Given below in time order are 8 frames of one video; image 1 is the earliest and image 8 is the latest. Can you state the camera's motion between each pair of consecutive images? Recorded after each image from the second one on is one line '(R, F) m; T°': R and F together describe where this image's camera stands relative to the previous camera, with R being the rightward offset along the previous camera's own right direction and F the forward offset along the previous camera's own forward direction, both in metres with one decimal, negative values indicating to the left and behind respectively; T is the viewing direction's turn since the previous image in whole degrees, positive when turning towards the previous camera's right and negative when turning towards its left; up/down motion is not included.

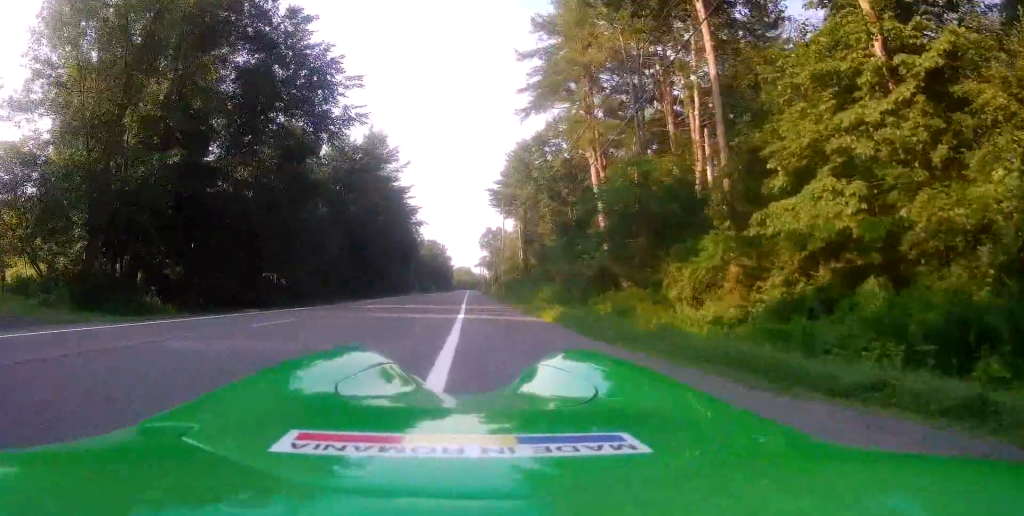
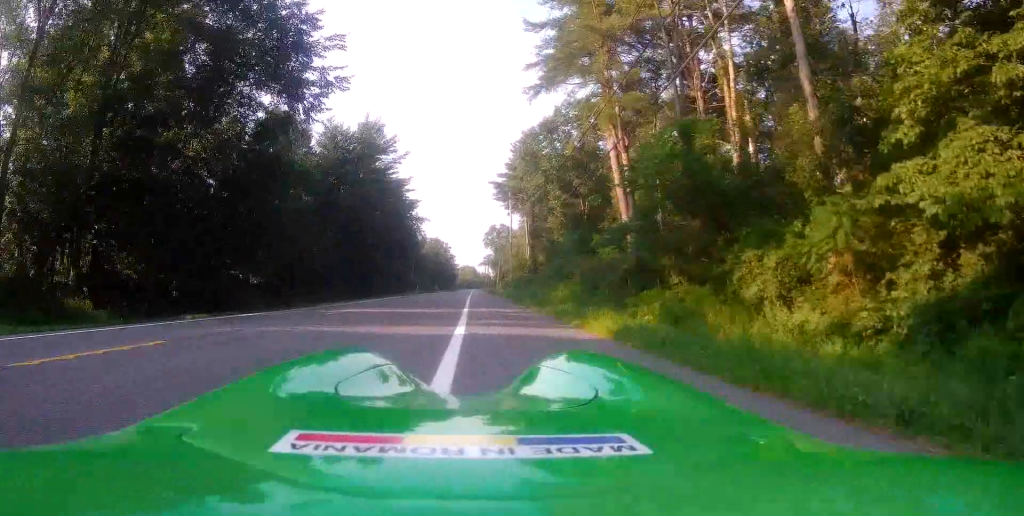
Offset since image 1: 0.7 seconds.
(0.0, +6.5) m; 0°
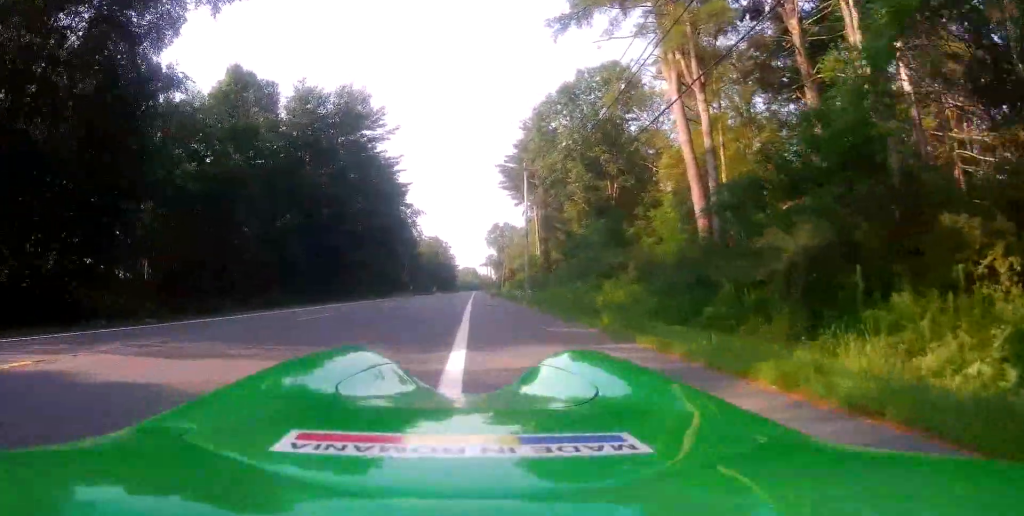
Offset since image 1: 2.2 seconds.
(0.0, +15.2) m; 0°
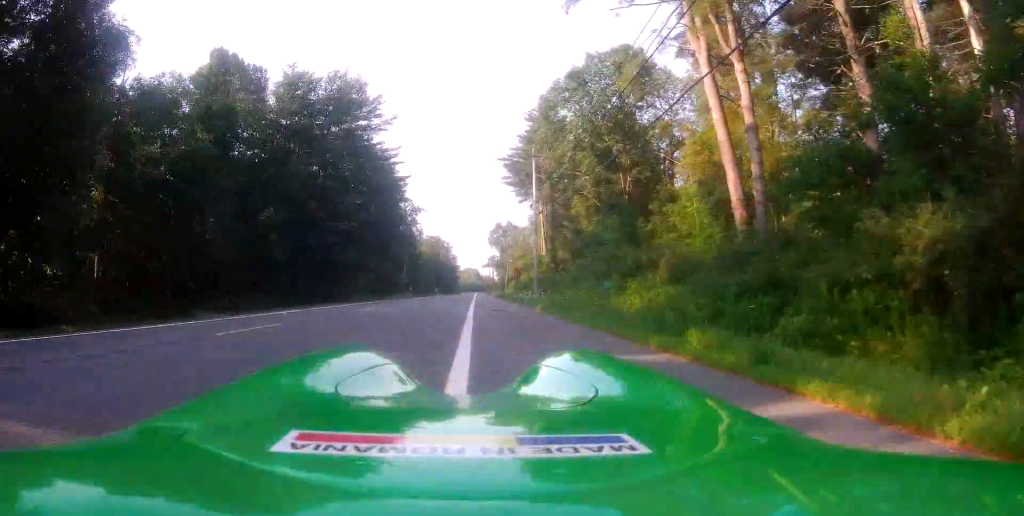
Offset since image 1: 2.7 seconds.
(0.0, +4.5) m; 0°
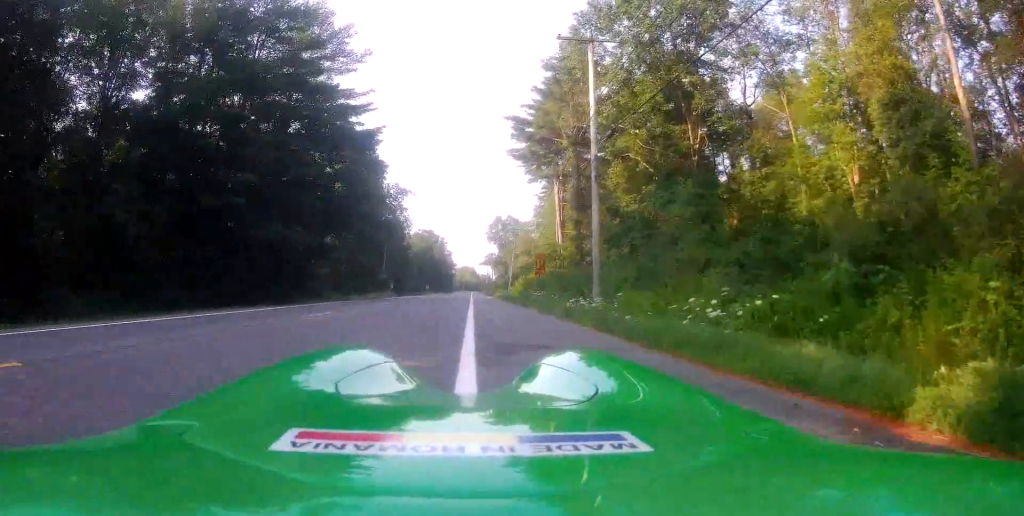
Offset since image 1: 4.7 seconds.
(0.0, +20.0) m; 0°
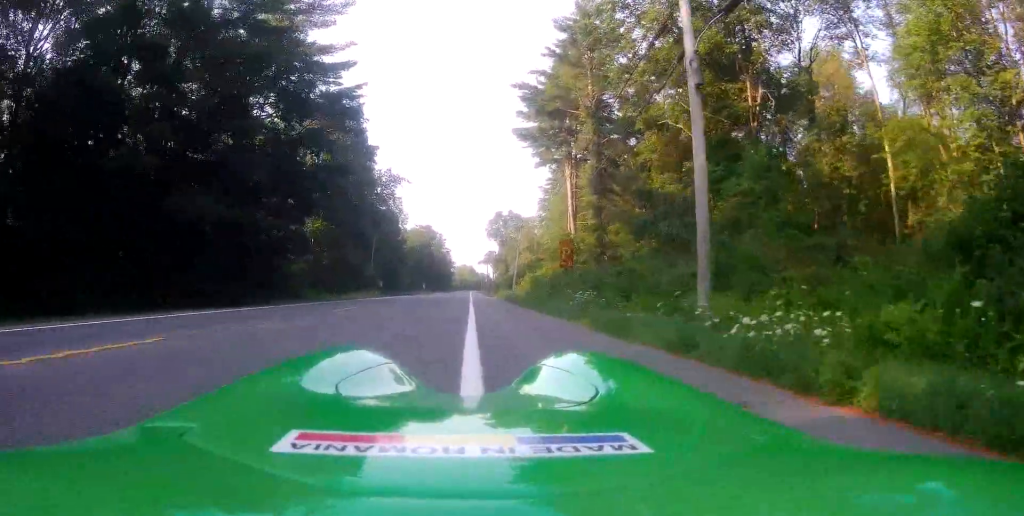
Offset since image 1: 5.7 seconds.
(0.0, +9.3) m; 0°
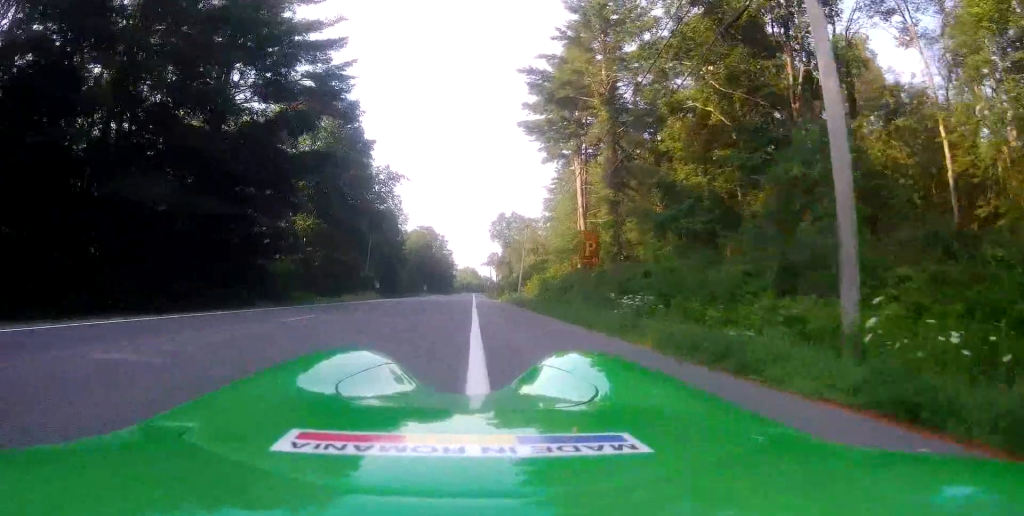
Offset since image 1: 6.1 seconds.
(0.0, +4.4) m; 0°
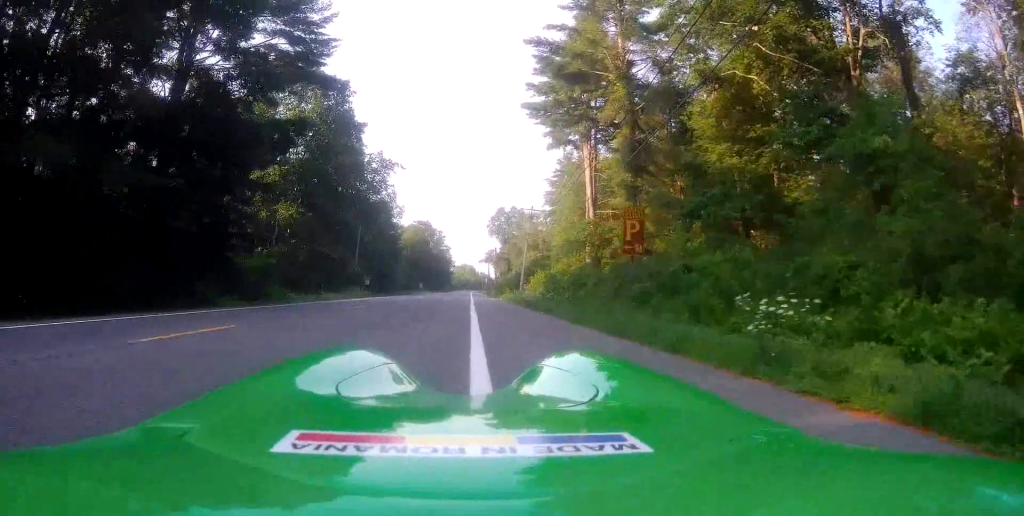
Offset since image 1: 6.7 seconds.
(0.0, +5.6) m; 0°
